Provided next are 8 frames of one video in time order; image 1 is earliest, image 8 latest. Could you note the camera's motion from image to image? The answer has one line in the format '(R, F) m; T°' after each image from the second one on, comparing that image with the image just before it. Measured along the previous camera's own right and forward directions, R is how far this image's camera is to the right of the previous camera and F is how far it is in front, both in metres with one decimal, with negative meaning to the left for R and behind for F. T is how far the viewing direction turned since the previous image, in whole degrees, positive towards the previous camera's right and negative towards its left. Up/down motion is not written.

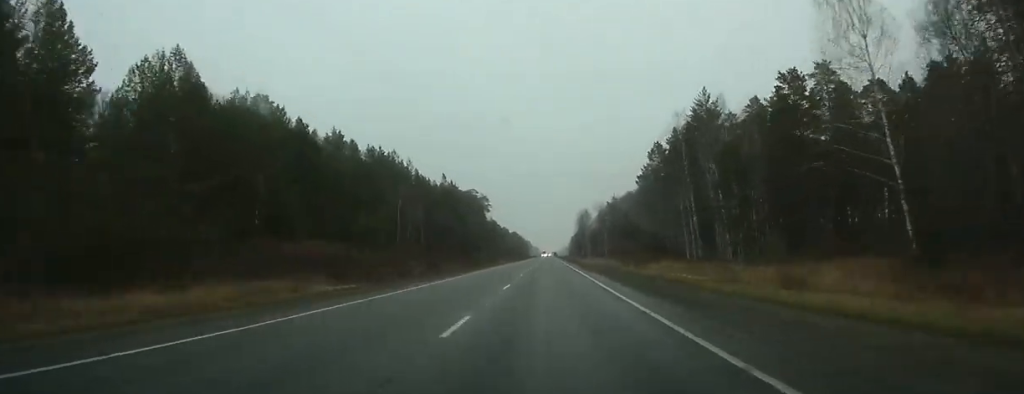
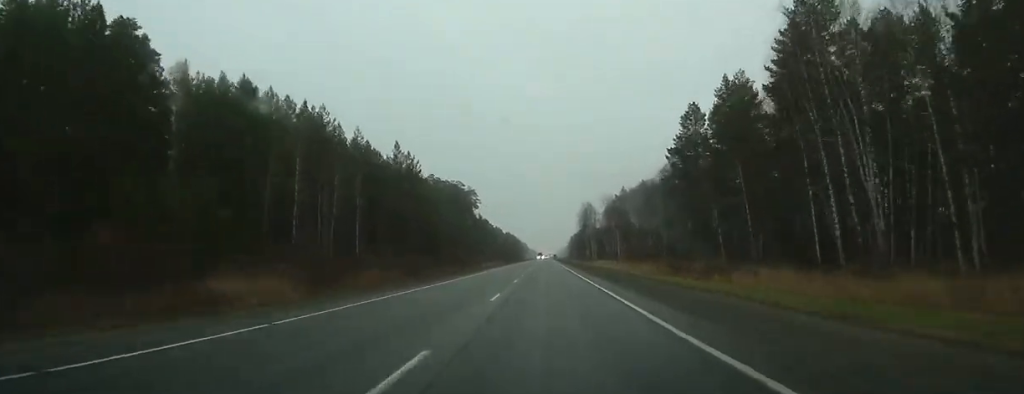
(0.0, +40.7) m; 0°
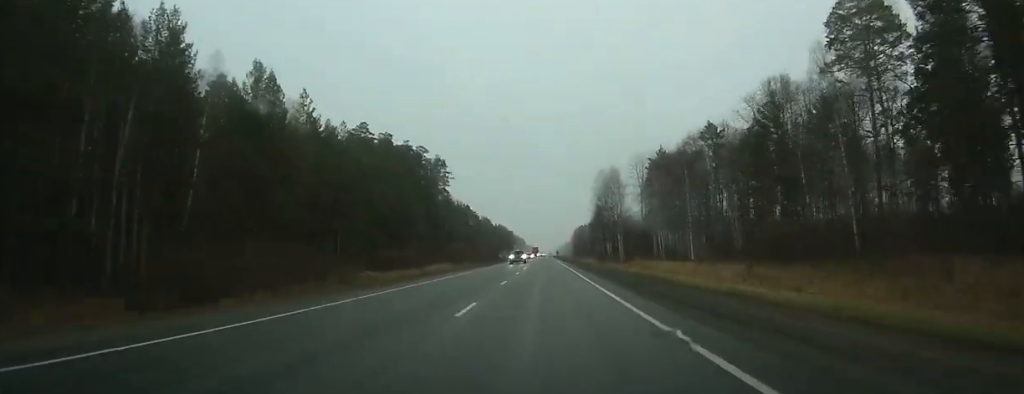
(+0.2, +77.6) m; 0°
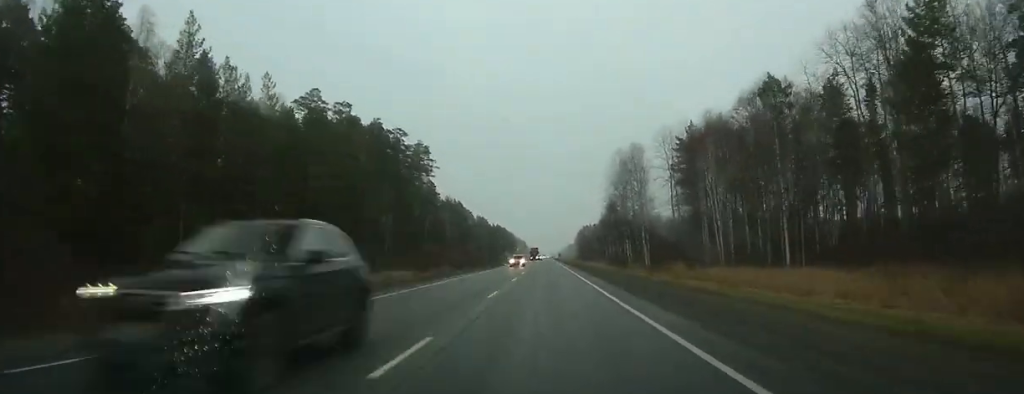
(0.0, +29.7) m; 0°
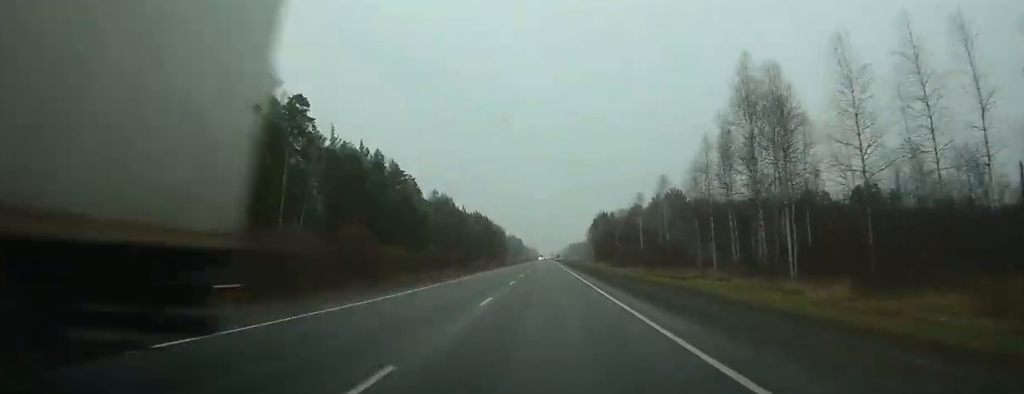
(-0.1, +109.1) m; 0°
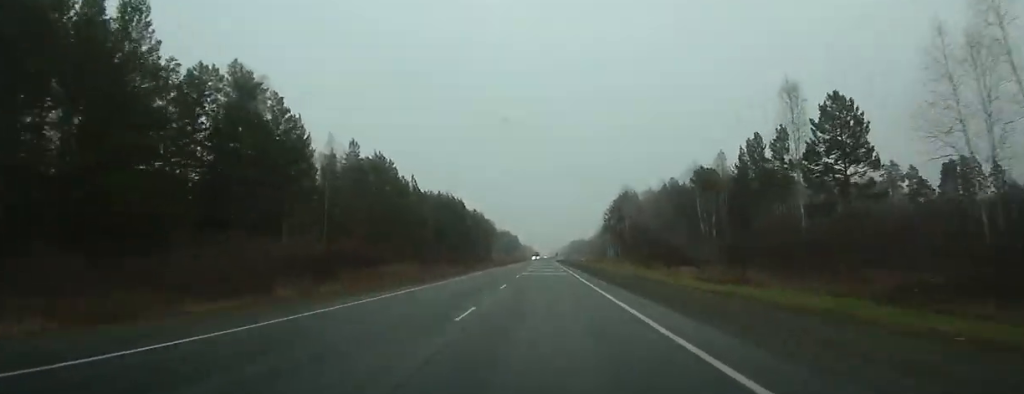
(+0.3, +73.6) m; 0°
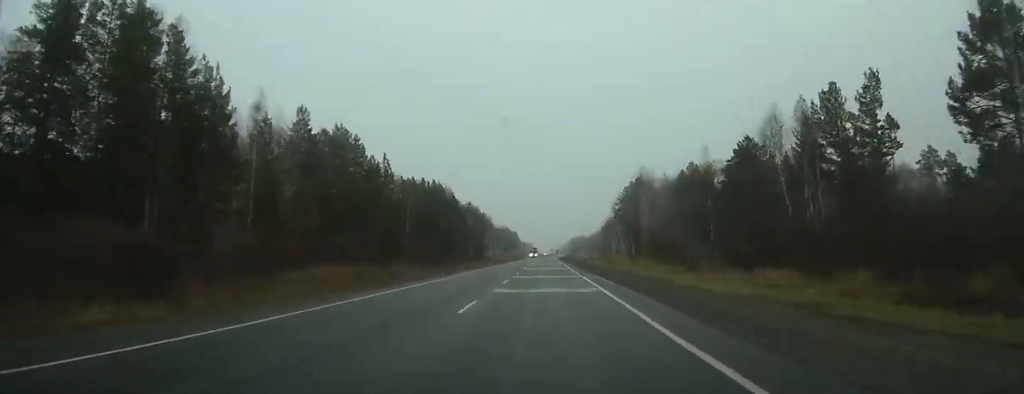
(0.0, +22.5) m; 0°
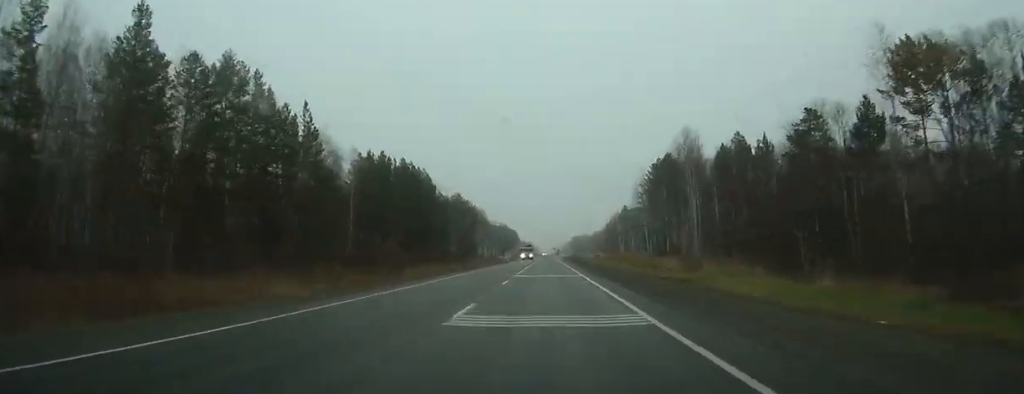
(-0.1, +36.7) m; 0°
